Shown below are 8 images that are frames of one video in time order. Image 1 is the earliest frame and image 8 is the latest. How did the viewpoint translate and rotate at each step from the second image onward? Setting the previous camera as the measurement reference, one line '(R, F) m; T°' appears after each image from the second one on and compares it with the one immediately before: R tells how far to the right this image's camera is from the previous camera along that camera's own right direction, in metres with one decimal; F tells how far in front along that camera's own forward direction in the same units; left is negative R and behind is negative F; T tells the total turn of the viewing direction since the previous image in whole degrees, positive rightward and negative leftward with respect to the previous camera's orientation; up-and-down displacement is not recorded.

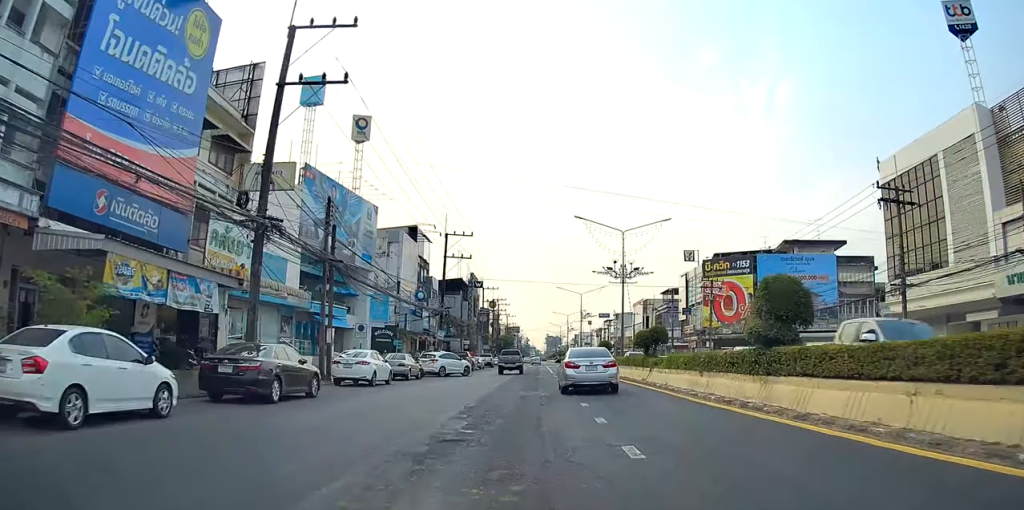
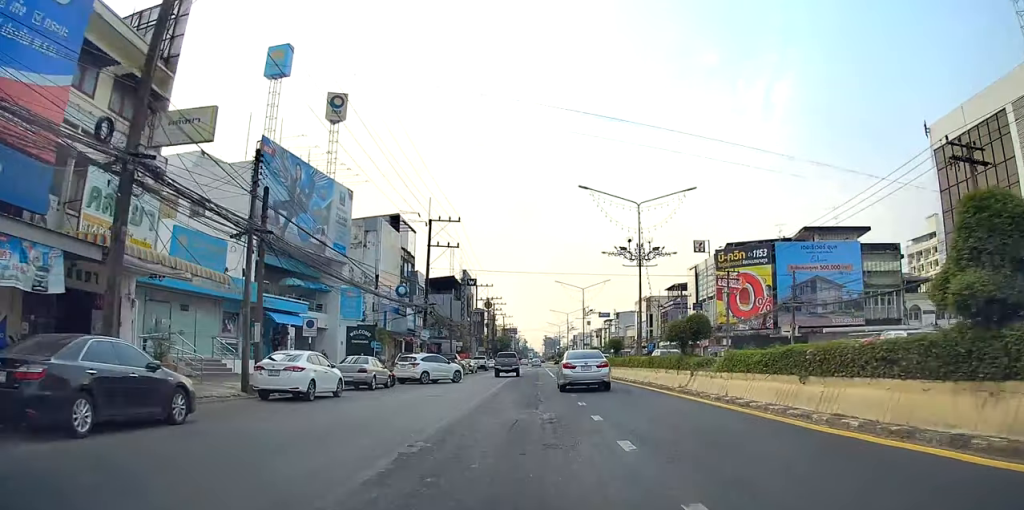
(+0.1, +7.3) m; -2°
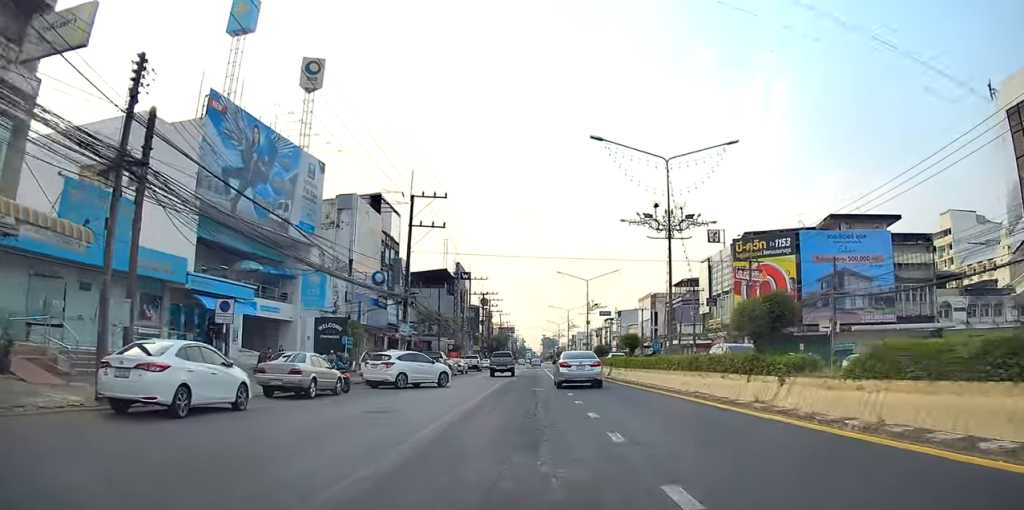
(-0.3, +7.1) m; 0°
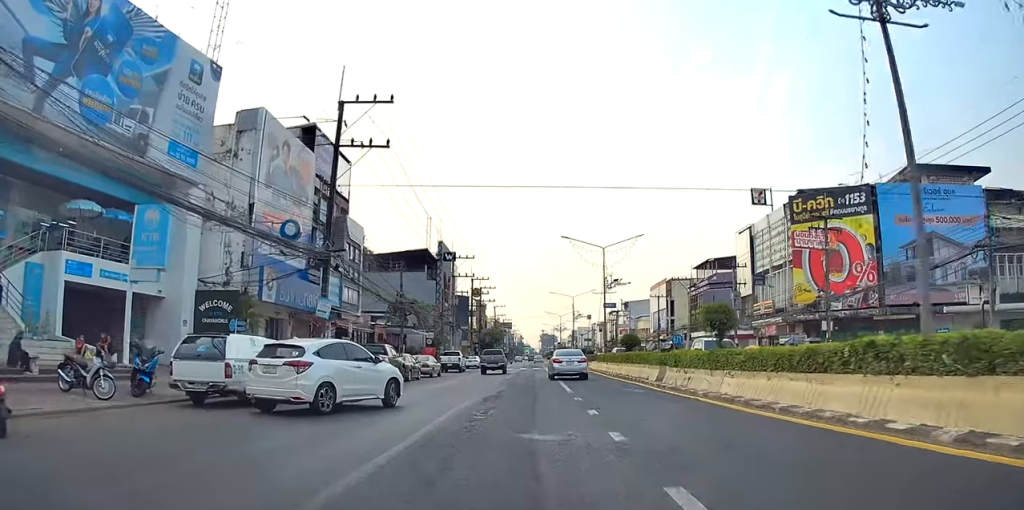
(0.0, +17.1) m; 0°
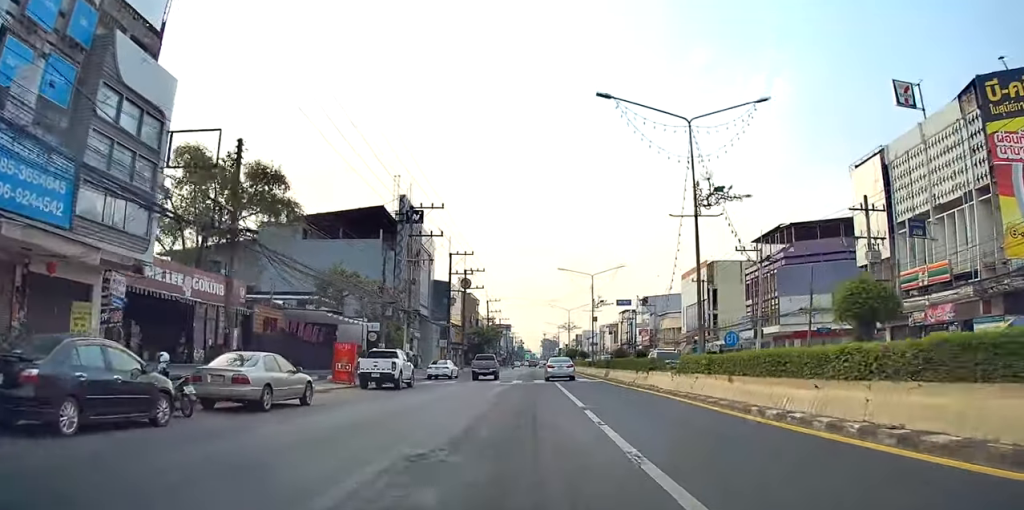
(-0.2, +25.9) m; +1°
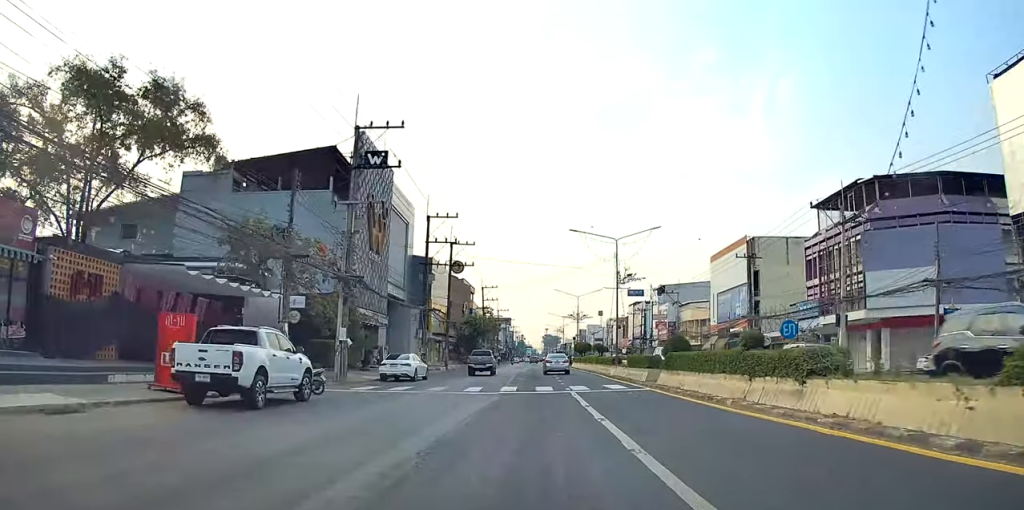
(+0.5, +16.1) m; 0°
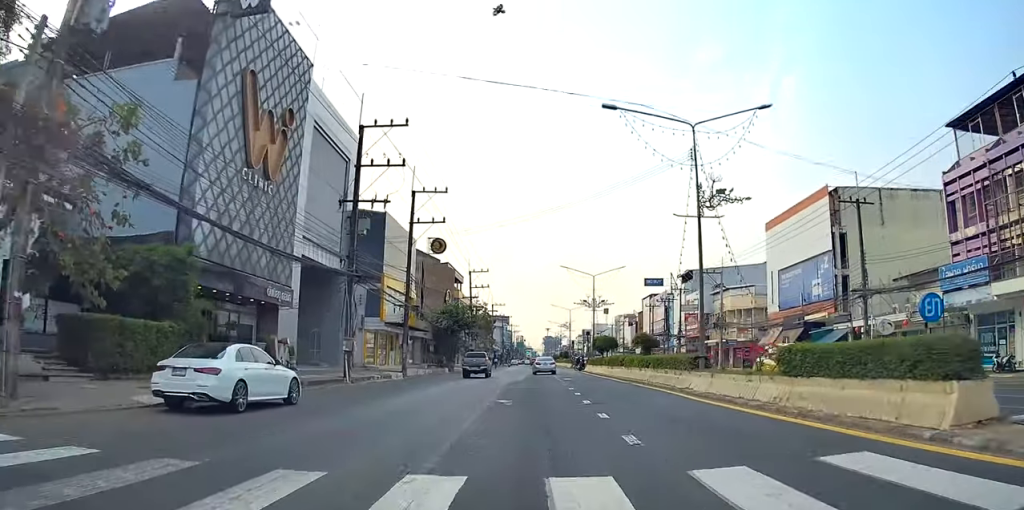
(-1.0, +20.6) m; -4°
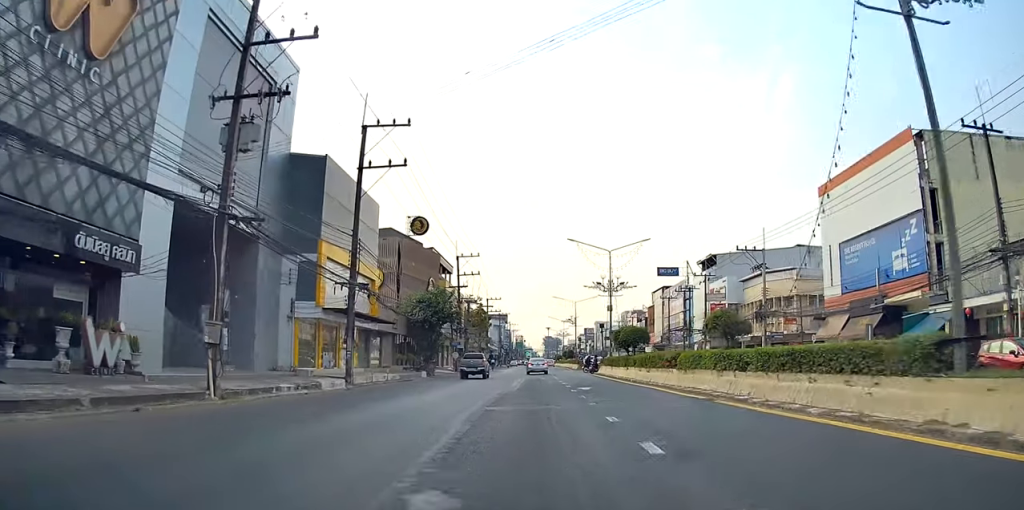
(+0.1, +13.4) m; 0°
